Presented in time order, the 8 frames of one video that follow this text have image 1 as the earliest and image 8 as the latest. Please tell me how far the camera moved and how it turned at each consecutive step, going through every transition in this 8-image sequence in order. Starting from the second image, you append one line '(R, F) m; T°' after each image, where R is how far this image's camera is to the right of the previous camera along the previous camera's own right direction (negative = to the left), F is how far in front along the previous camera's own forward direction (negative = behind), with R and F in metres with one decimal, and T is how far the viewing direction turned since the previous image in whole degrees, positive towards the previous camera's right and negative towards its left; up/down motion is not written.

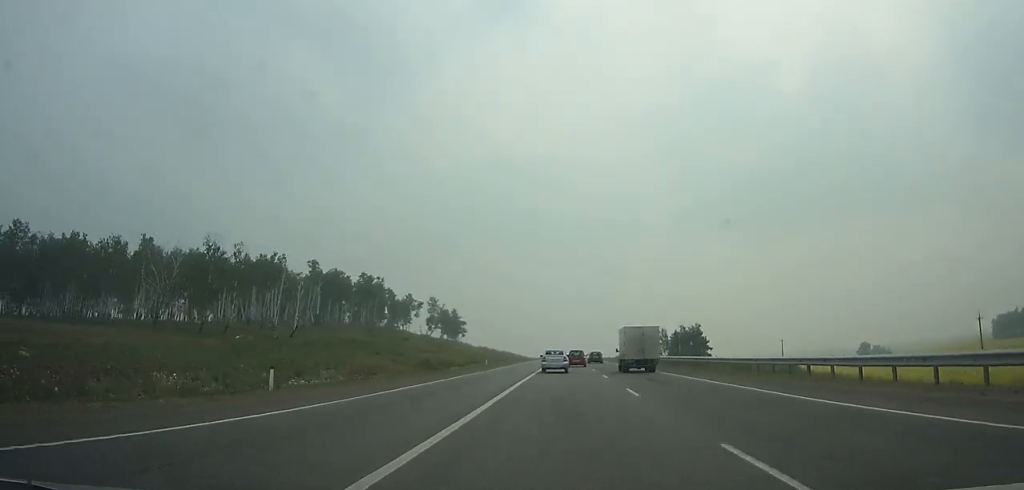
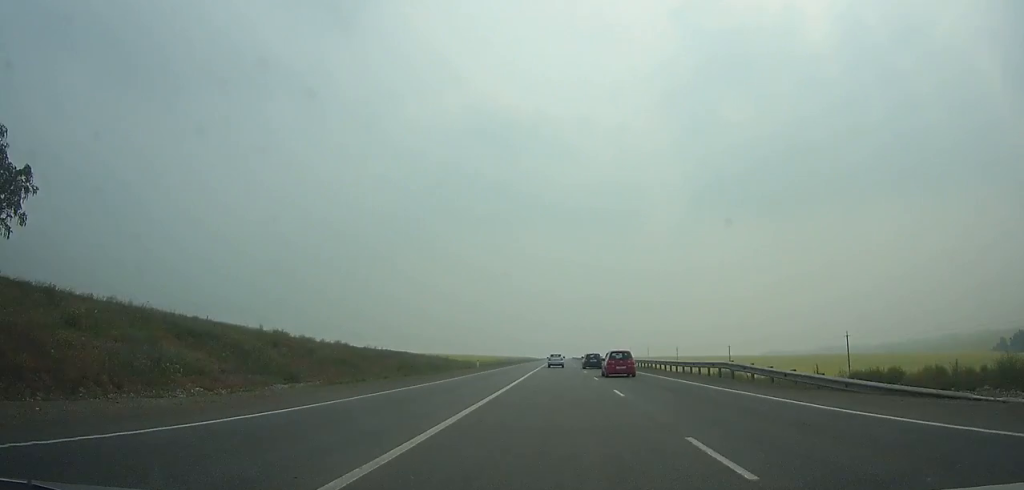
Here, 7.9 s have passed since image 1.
(+0.4, +205.3) m; 0°
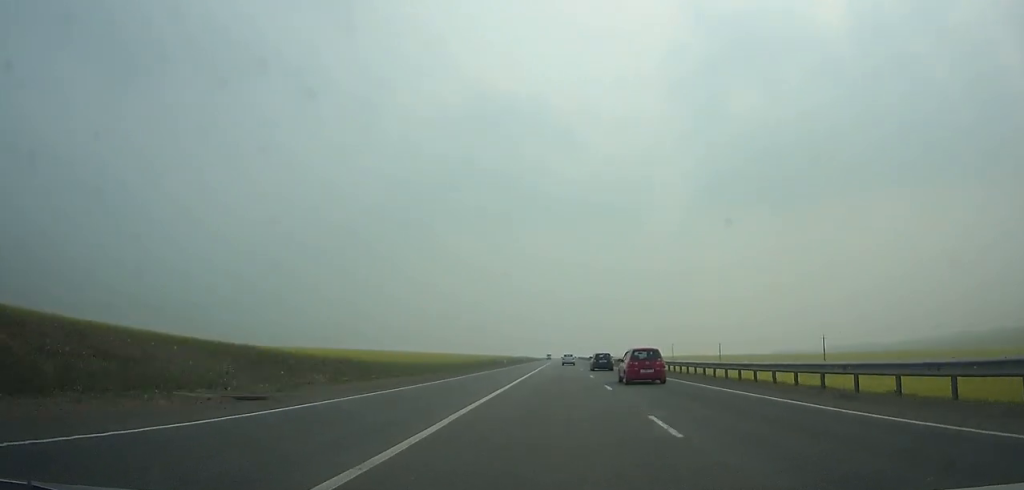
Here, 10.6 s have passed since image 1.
(-0.1, +71.0) m; 0°
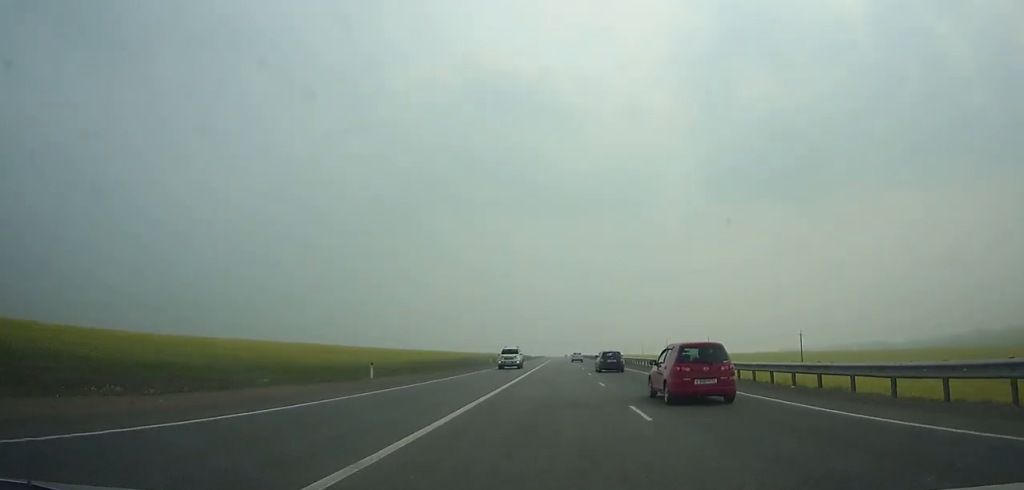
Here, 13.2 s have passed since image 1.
(-0.1, +68.0) m; 0°
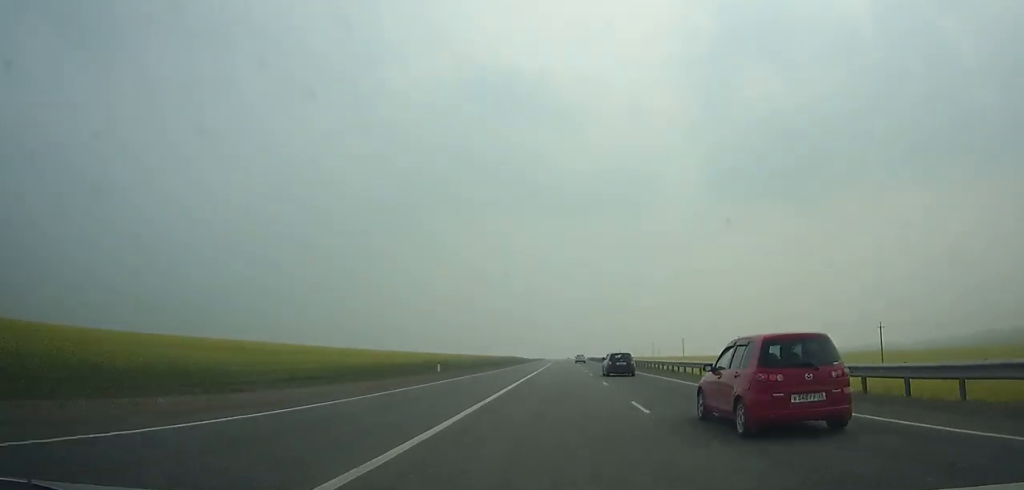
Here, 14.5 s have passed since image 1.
(0.0, +34.0) m; 0°
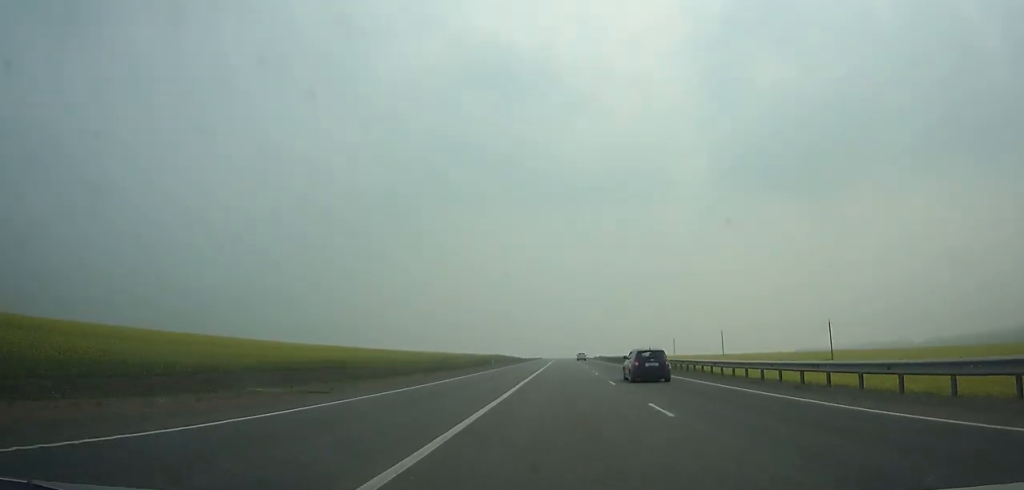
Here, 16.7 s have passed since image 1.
(+0.1, +58.2) m; 0°
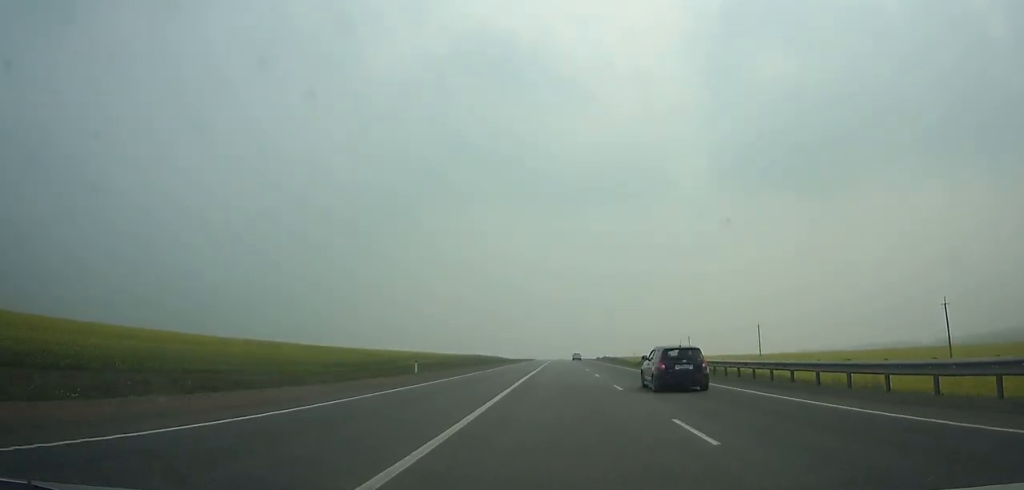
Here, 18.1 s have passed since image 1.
(0.0, +37.4) m; 0°
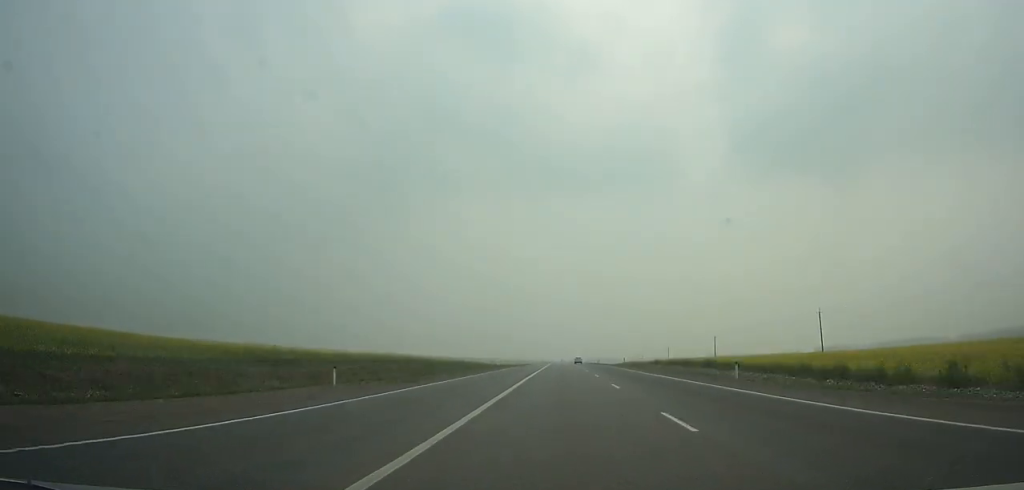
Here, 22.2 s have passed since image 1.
(+0.1, +117.0) m; 0°
